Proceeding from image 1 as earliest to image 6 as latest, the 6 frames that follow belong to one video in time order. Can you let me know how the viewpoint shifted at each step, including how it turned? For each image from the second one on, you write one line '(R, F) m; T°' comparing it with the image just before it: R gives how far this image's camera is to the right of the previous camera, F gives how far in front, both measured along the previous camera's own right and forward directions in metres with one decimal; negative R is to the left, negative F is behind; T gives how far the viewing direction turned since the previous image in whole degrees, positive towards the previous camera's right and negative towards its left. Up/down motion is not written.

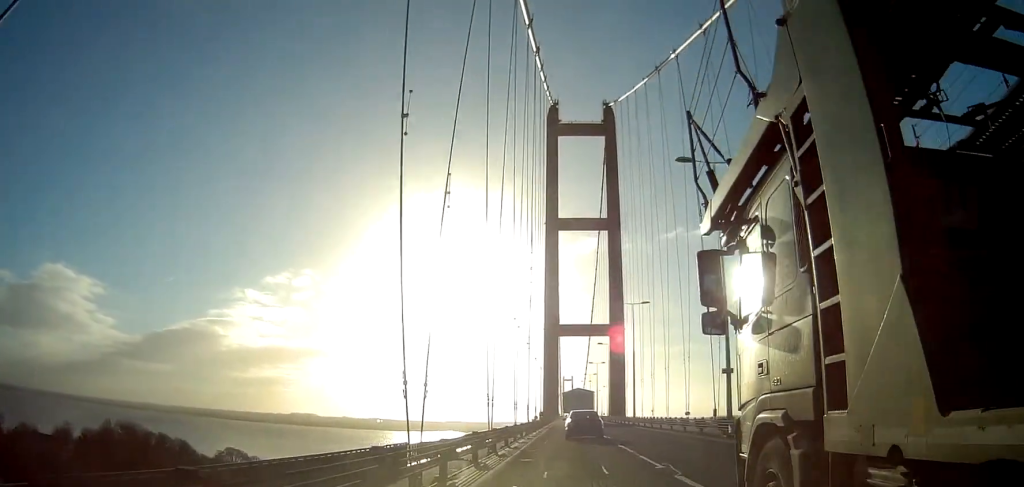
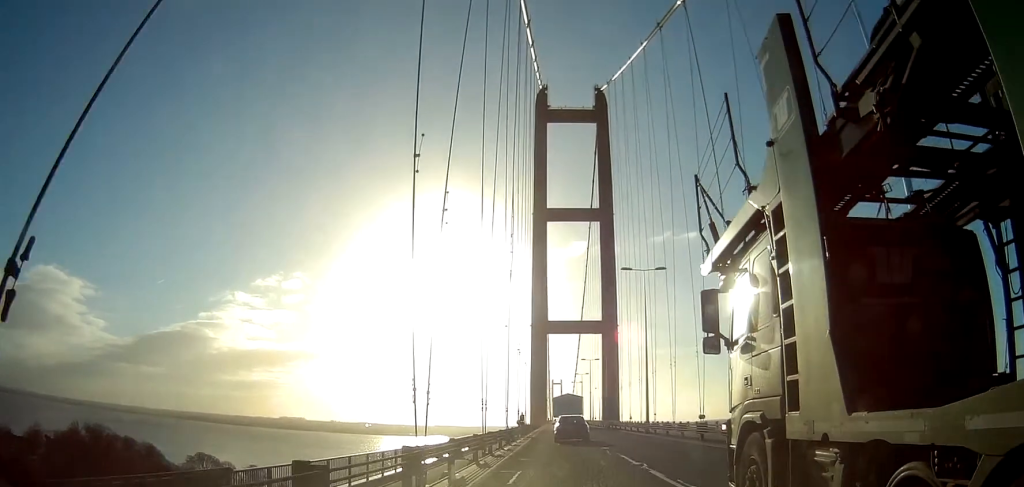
(+0.2, +16.5) m; 0°
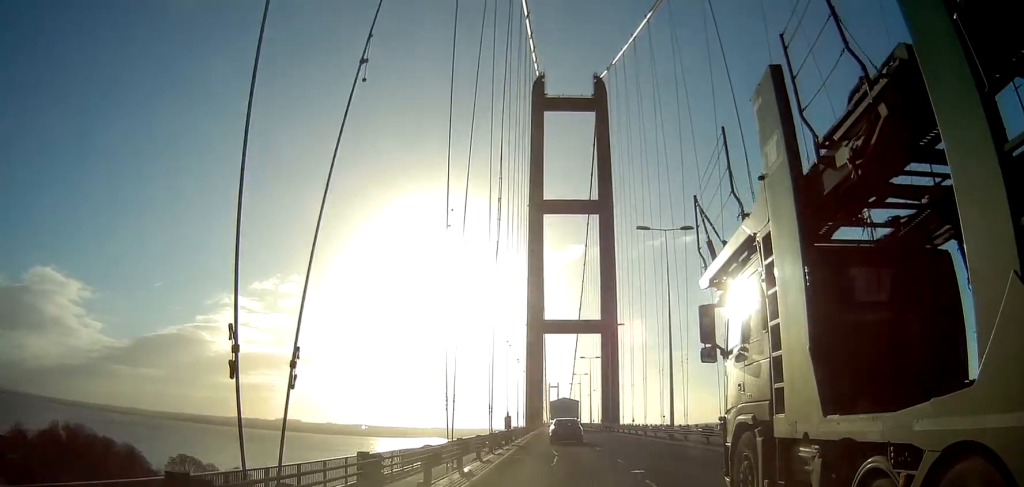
(0.0, +11.0) m; 0°
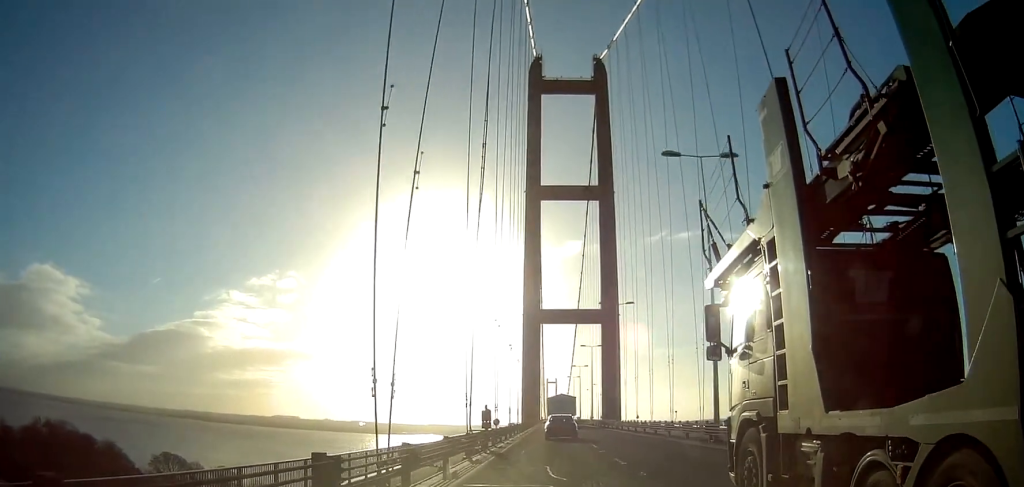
(0.0, +10.0) m; 0°
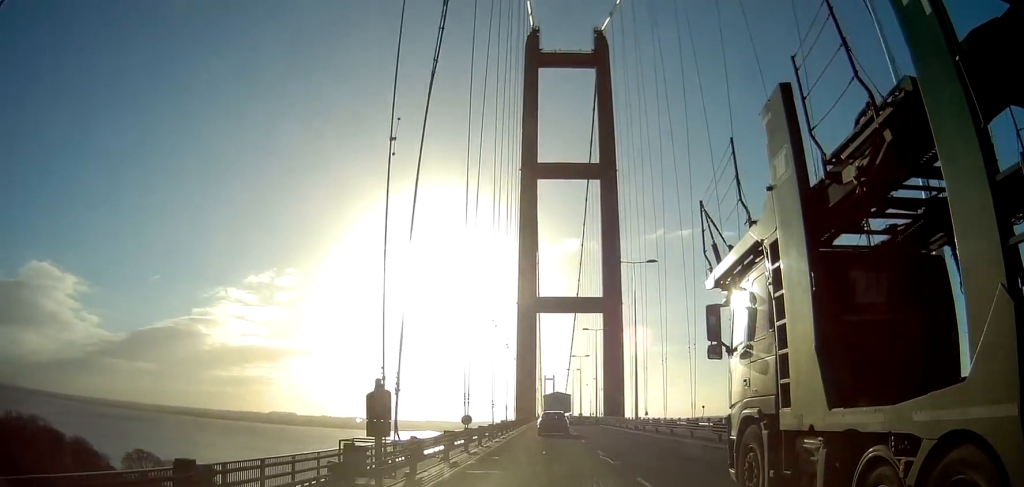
(+0.1, +15.5) m; 0°
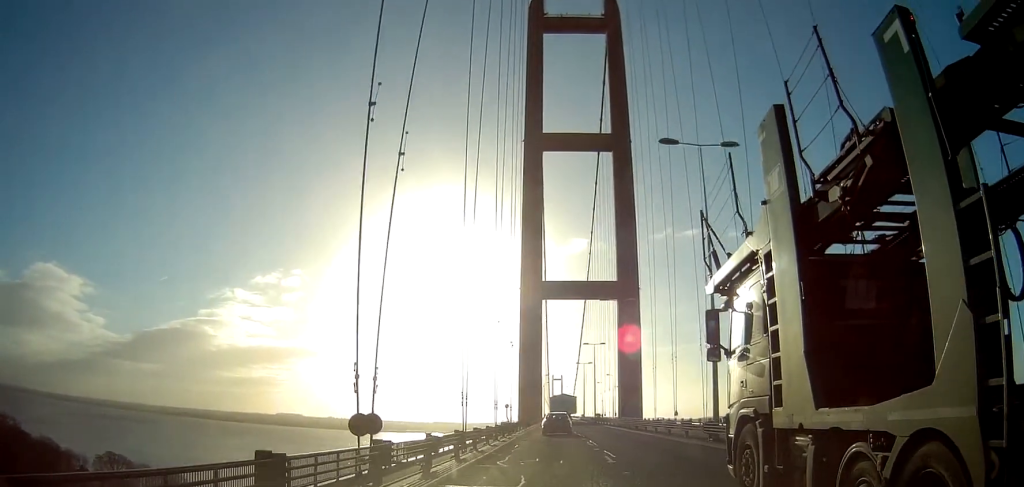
(0.0, +20.9) m; 0°
